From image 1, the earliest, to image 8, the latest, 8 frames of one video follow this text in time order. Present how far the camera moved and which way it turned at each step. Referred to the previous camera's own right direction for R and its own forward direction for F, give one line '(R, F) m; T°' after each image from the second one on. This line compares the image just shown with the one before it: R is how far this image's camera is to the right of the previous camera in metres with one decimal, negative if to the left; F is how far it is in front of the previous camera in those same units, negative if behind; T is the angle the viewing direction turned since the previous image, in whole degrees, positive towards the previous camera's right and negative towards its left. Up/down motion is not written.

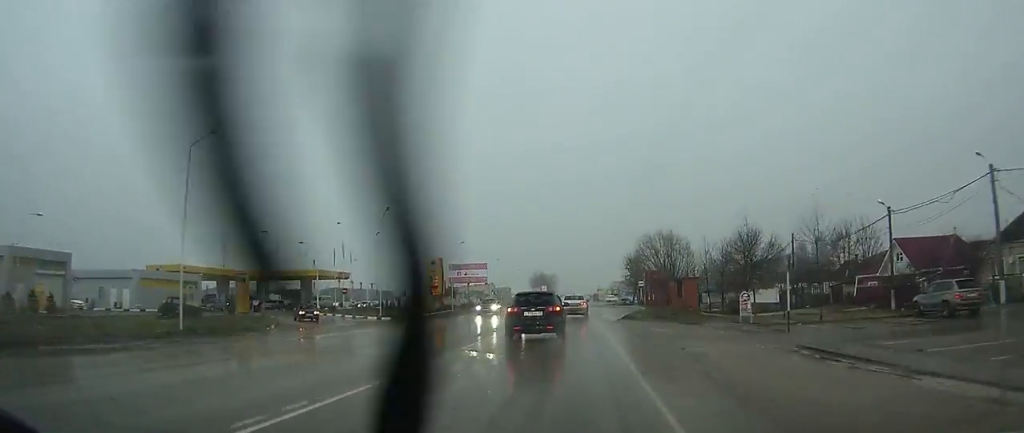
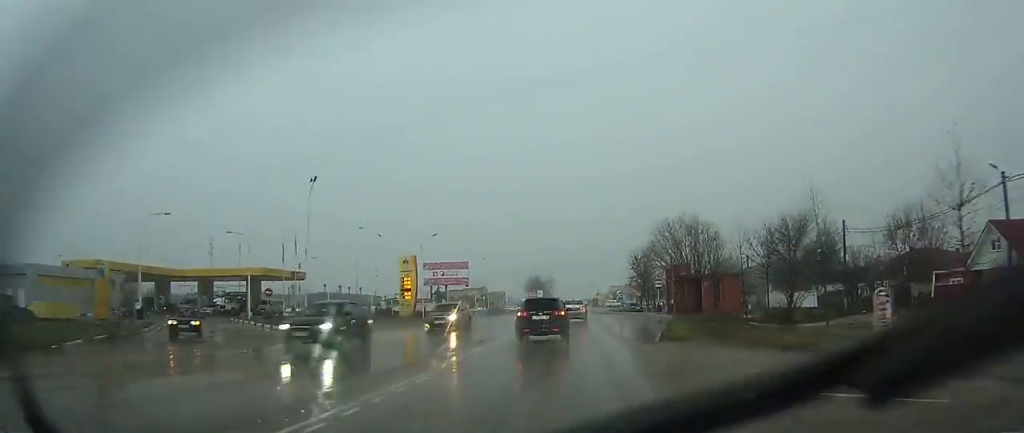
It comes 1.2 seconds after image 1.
(+0.1, +15.6) m; 0°
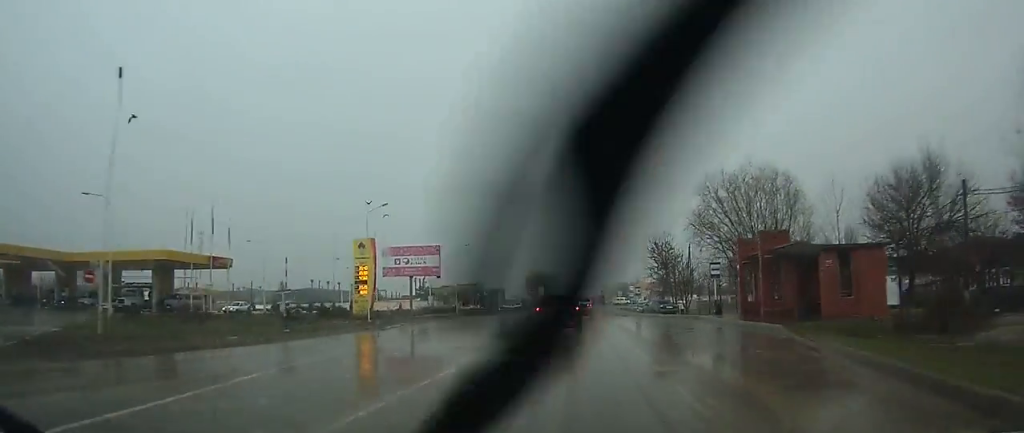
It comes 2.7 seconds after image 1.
(0.0, +19.4) m; 0°
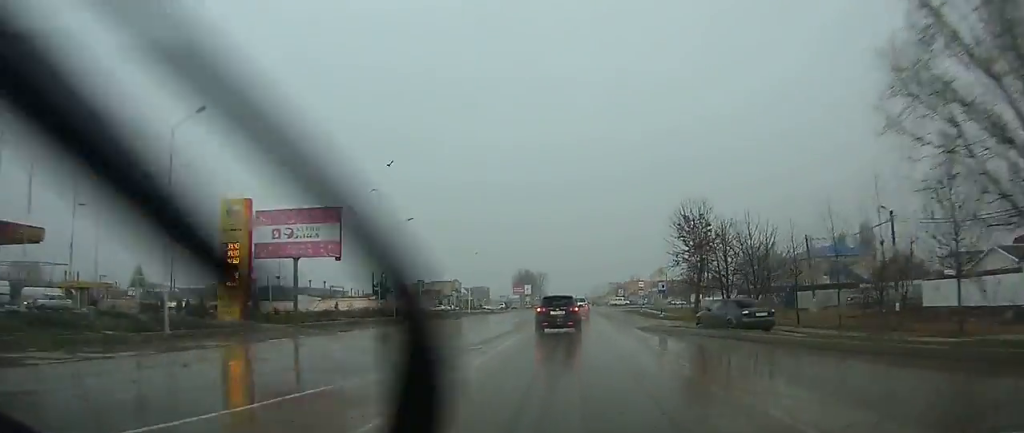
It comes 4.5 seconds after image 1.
(+0.1, +24.4) m; +1°
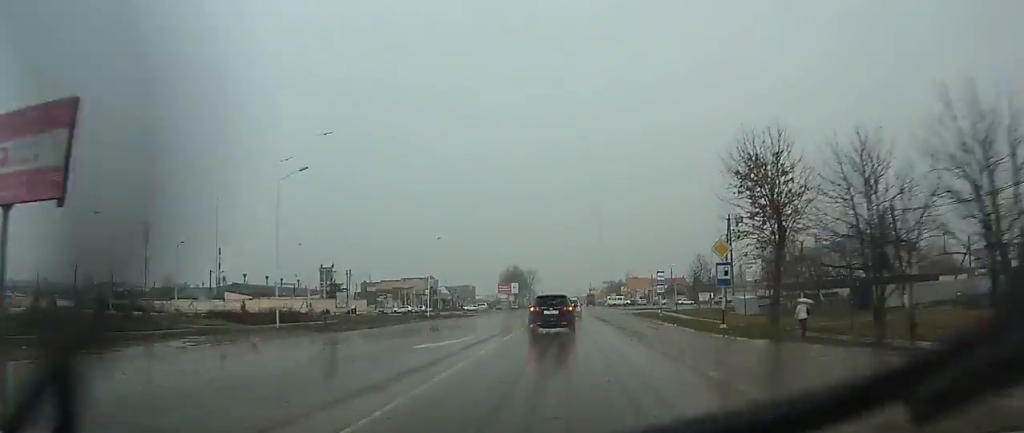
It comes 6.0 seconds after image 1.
(+0.2, +21.2) m; 0°
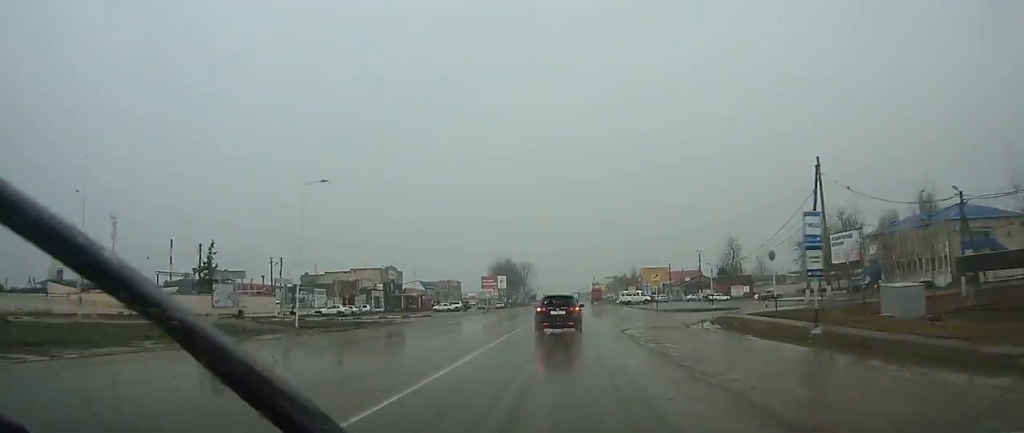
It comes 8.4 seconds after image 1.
(-0.1, +33.6) m; 0°
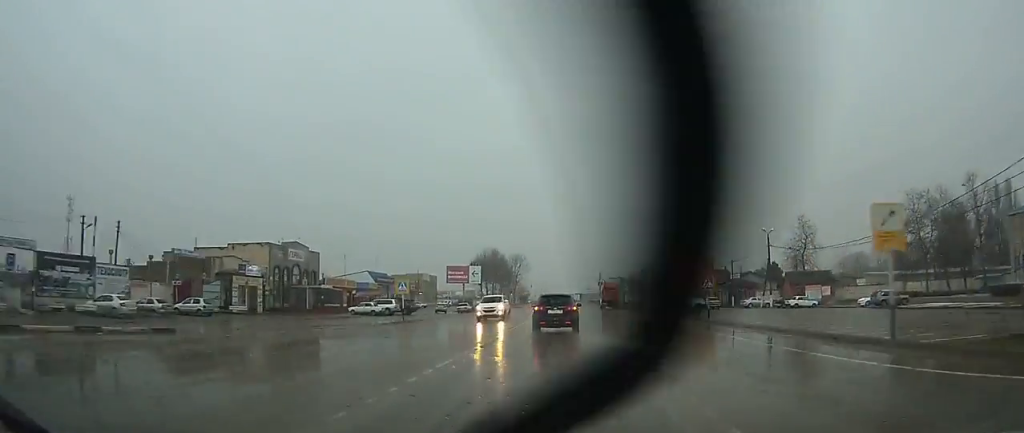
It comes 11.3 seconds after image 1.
(-0.2, +41.4) m; -1°
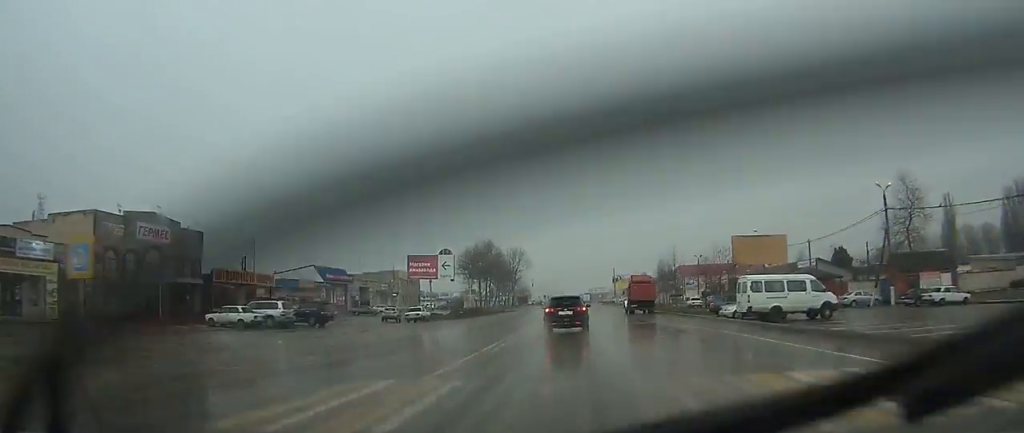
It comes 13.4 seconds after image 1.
(-0.1, +29.3) m; 0°
